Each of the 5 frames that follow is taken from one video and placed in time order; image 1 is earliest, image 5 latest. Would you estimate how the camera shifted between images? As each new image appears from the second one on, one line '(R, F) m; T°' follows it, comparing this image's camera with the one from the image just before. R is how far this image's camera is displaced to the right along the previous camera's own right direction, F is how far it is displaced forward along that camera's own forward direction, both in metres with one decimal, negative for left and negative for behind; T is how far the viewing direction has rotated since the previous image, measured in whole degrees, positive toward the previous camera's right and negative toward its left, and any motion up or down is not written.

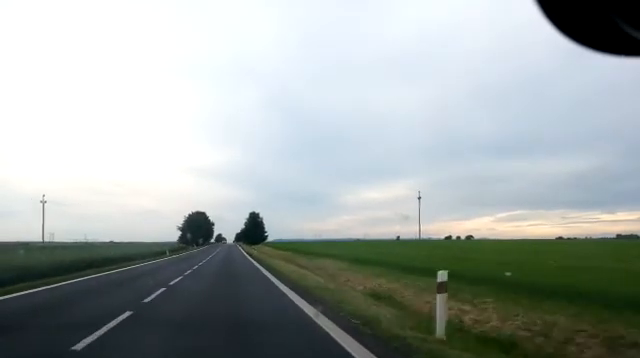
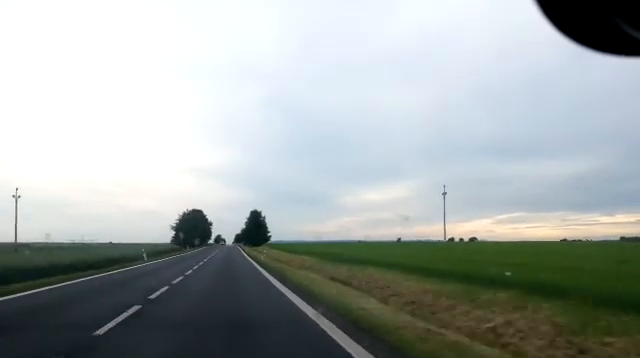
(-0.3, +12.2) m; 0°
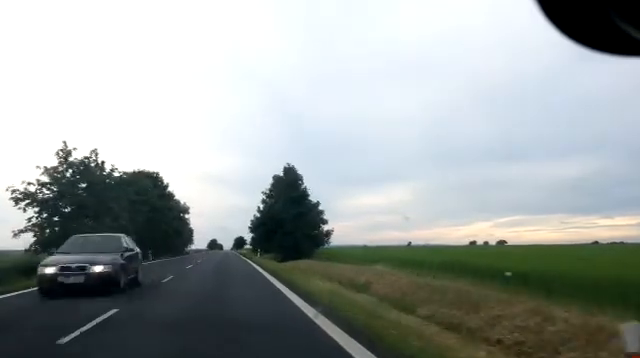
(-0.1, +72.0) m; 0°
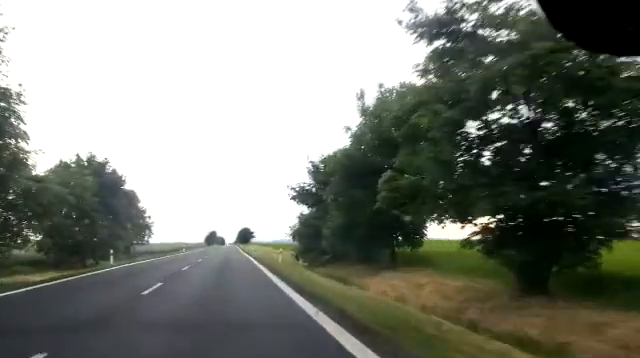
(+0.4, +46.8) m; 0°
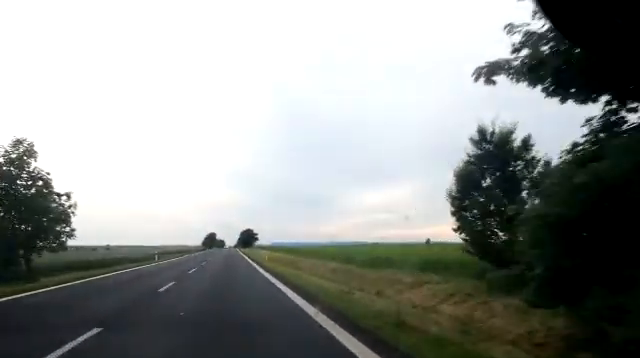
(0.0, +20.8) m; +1°
